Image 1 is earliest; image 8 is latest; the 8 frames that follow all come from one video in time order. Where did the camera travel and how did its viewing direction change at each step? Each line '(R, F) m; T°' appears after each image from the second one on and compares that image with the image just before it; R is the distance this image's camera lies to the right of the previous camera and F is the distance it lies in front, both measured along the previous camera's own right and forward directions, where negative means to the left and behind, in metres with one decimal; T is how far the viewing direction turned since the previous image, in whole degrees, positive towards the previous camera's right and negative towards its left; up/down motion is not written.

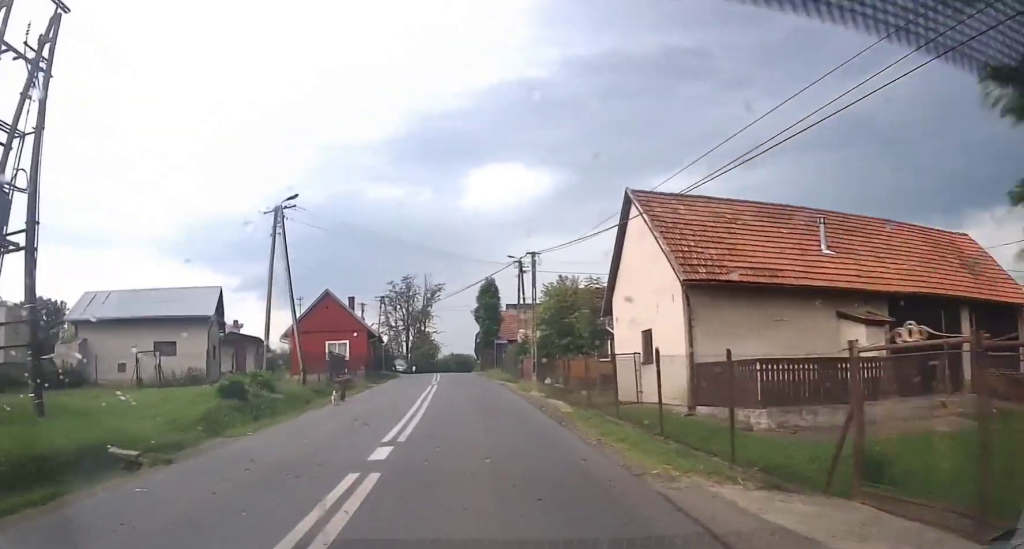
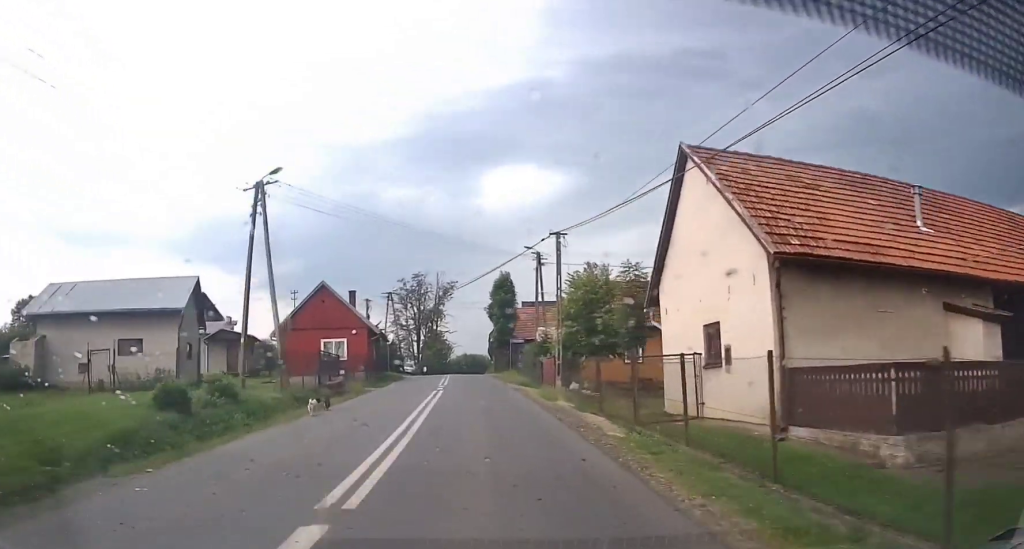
(-0.1, +4.4) m; -2°
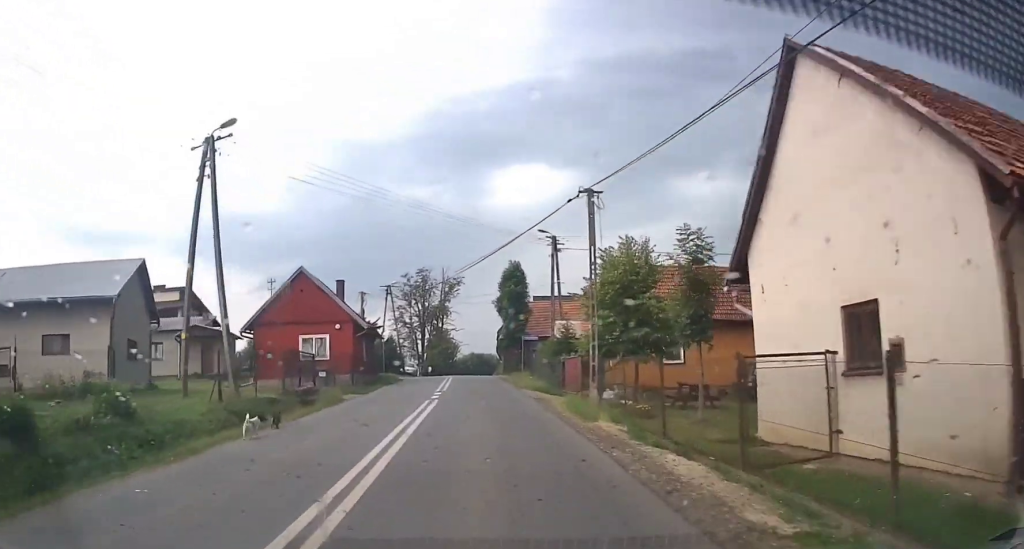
(-0.1, +5.1) m; -2°
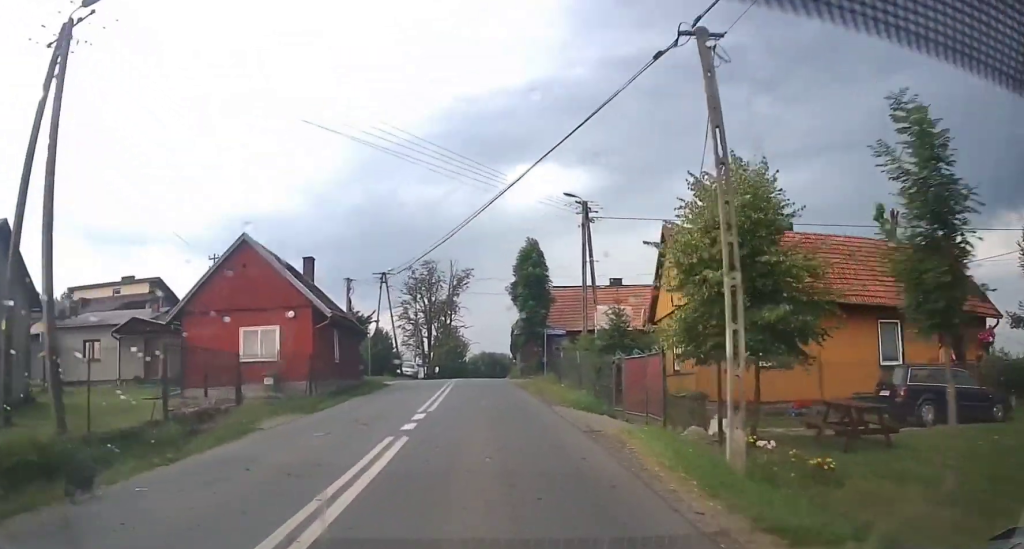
(-0.1, +8.1) m; -2°
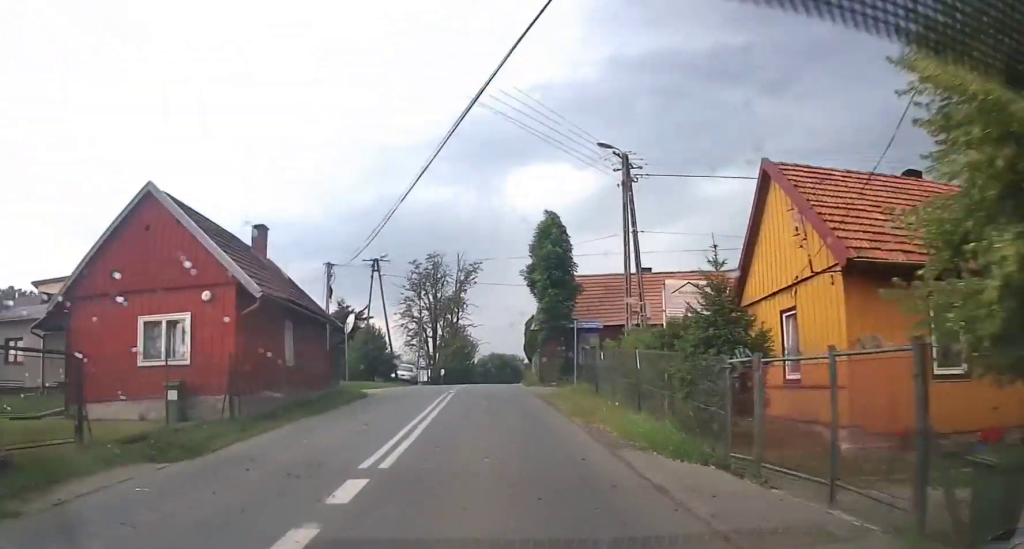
(-0.2, +7.4) m; 0°
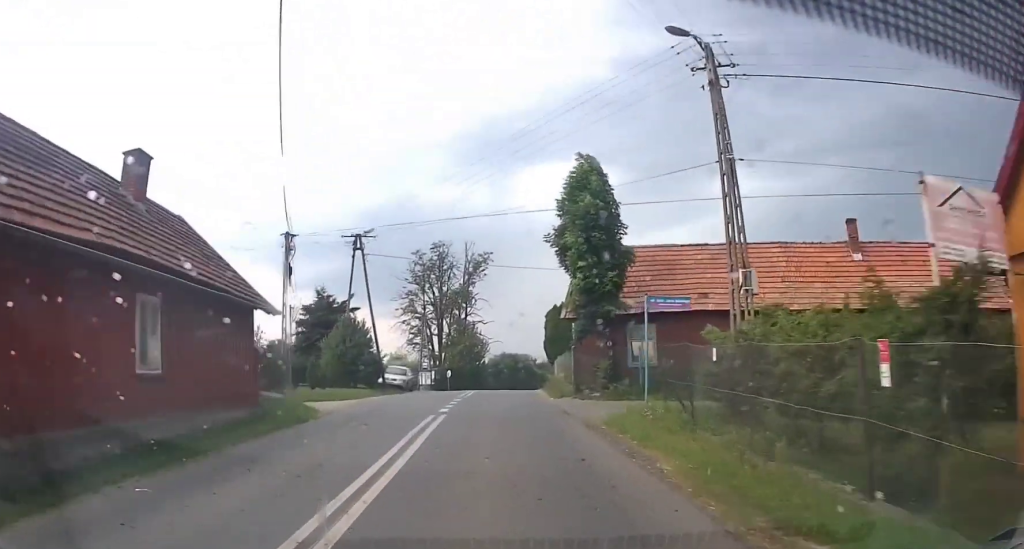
(+0.1, +8.4) m; +1°
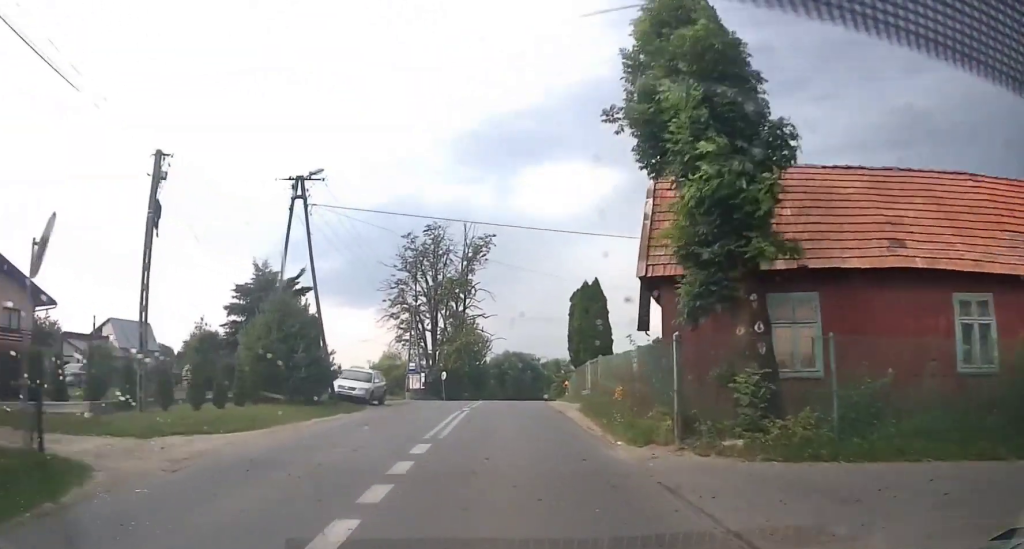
(+0.2, +11.4) m; +1°
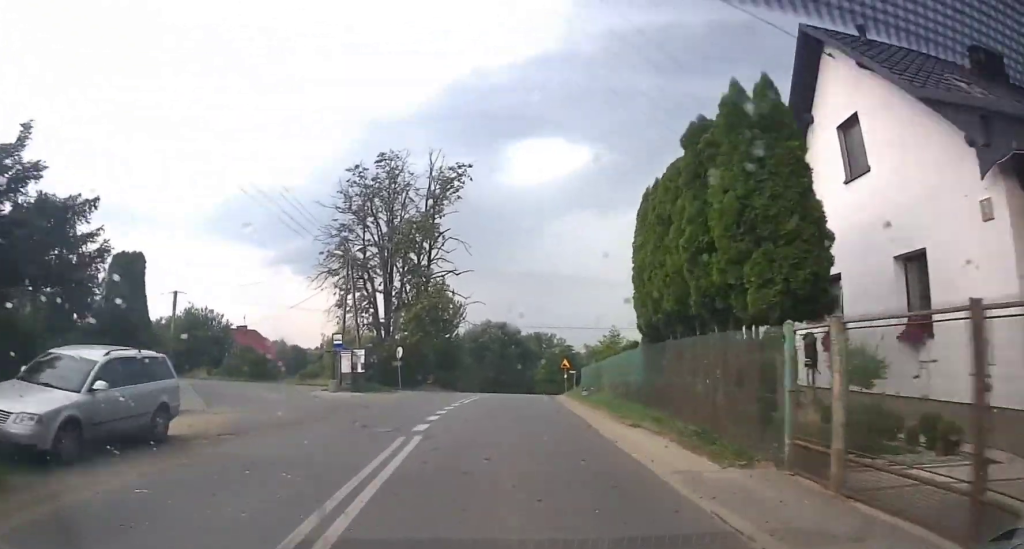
(-0.2, +18.5) m; 0°
